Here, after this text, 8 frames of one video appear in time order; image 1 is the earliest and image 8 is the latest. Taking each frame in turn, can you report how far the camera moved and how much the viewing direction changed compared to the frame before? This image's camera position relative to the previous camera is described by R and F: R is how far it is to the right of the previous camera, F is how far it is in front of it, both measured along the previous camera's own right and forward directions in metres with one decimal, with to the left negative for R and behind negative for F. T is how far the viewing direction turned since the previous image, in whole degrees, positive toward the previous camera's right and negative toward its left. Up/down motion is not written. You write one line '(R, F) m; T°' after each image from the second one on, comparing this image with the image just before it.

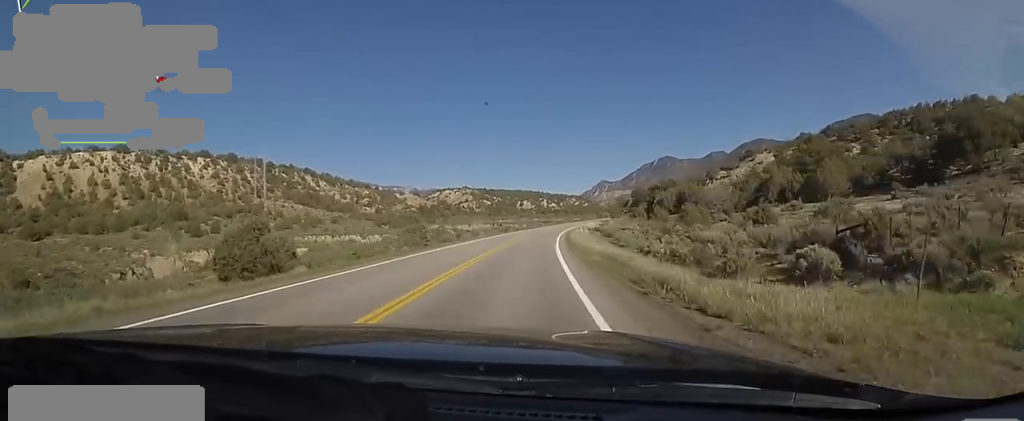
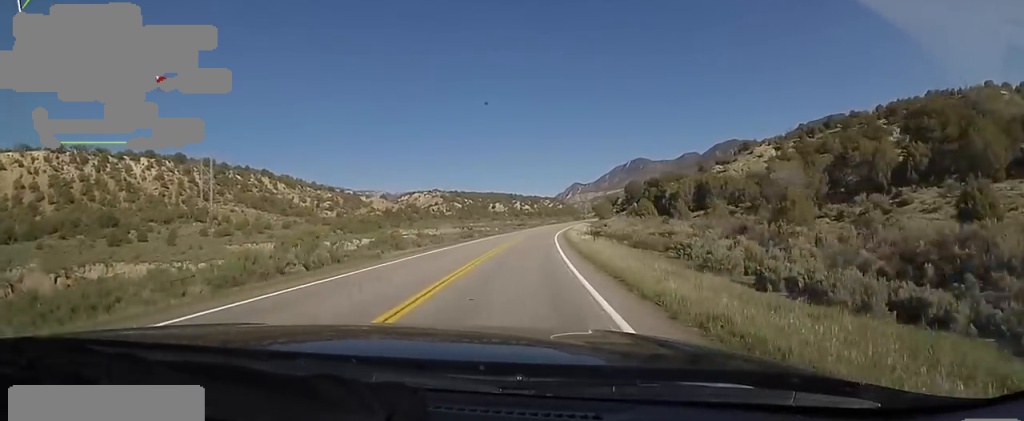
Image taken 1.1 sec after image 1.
(+0.7, +28.3) m; +4°
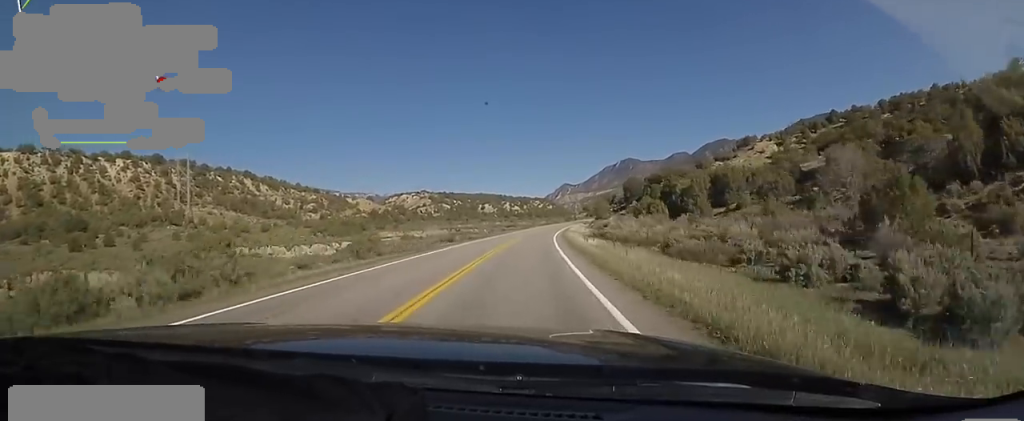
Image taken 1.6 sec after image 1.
(+0.2, +11.7) m; +2°
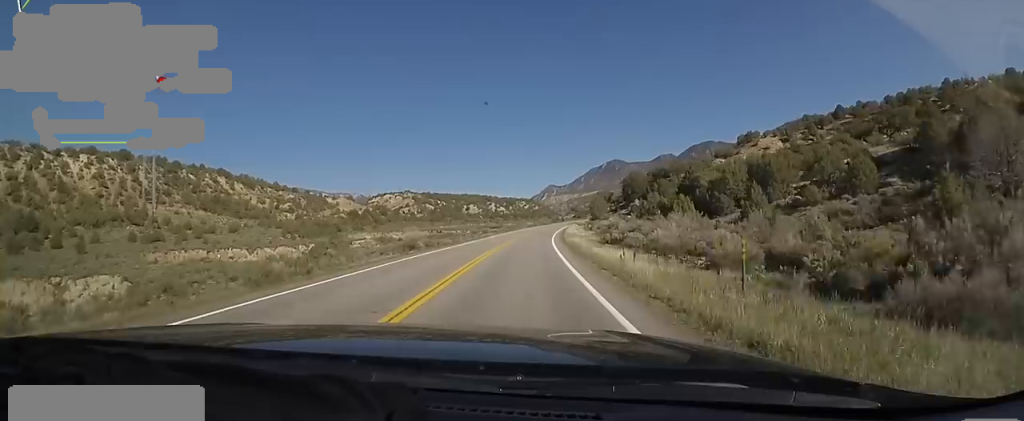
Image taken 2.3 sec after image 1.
(+0.4, +16.4) m; +2°
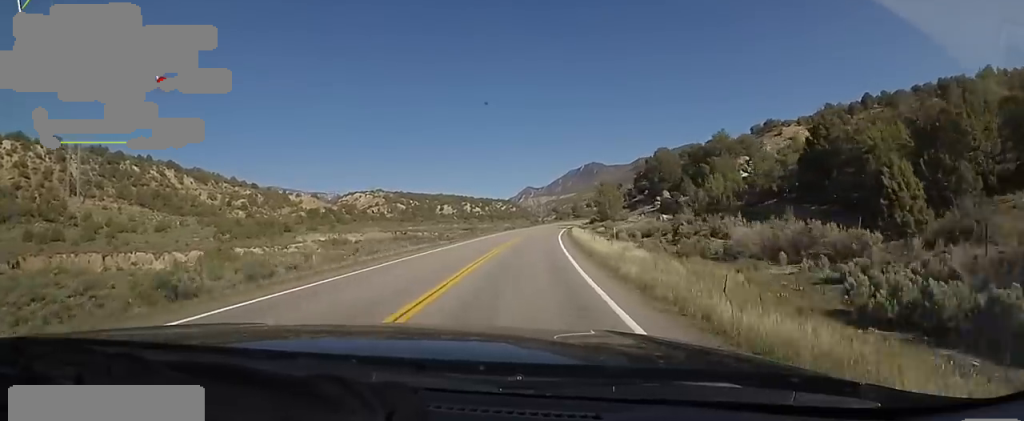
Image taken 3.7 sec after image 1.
(+1.4, +35.0) m; +6°
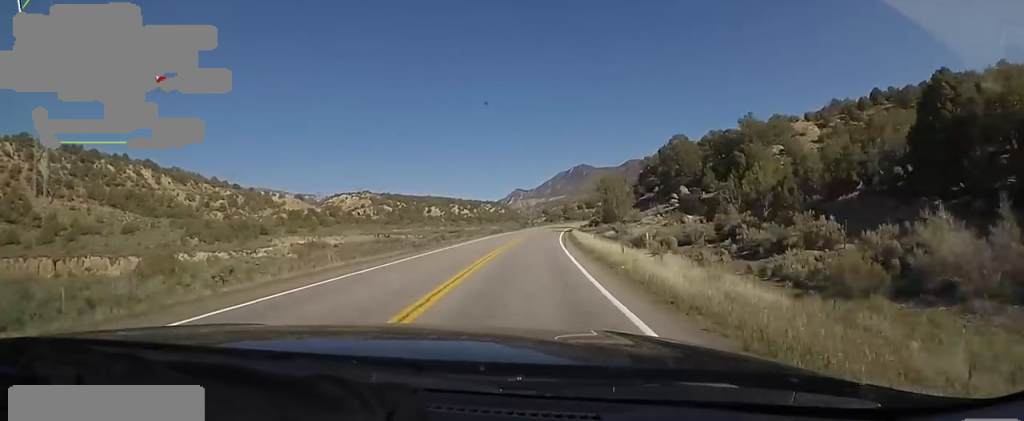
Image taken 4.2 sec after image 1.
(+0.5, +12.2) m; +1°
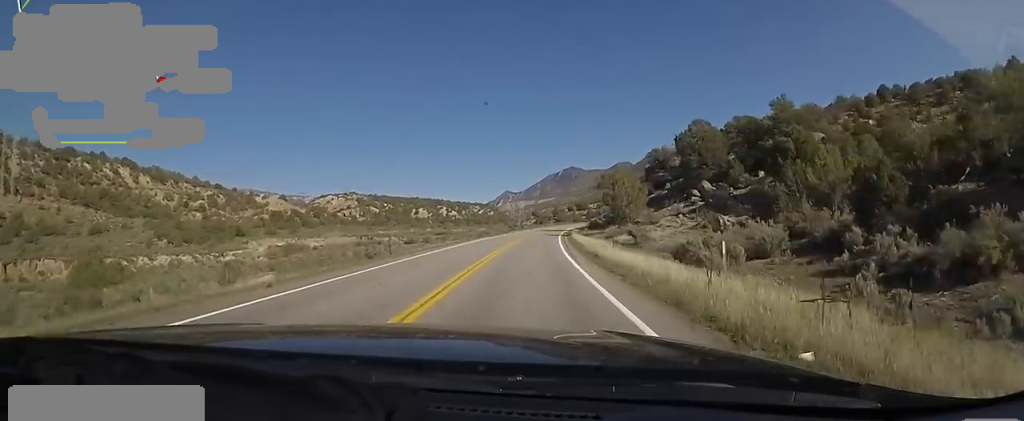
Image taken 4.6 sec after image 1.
(+0.2, +10.6) m; +1°
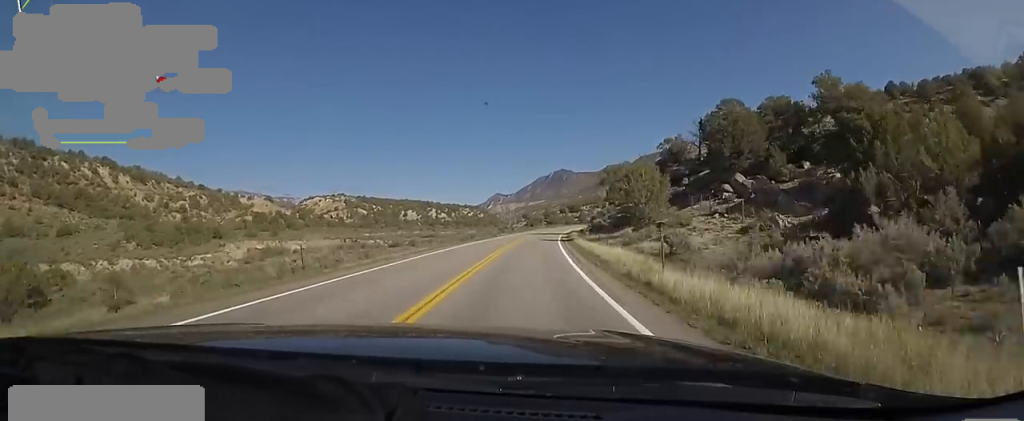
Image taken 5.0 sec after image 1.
(0.0, +9.8) m; 0°
